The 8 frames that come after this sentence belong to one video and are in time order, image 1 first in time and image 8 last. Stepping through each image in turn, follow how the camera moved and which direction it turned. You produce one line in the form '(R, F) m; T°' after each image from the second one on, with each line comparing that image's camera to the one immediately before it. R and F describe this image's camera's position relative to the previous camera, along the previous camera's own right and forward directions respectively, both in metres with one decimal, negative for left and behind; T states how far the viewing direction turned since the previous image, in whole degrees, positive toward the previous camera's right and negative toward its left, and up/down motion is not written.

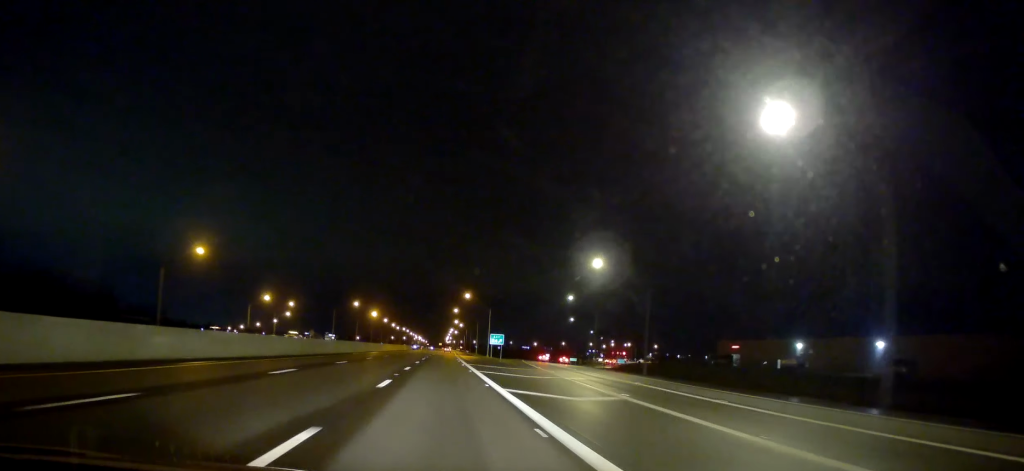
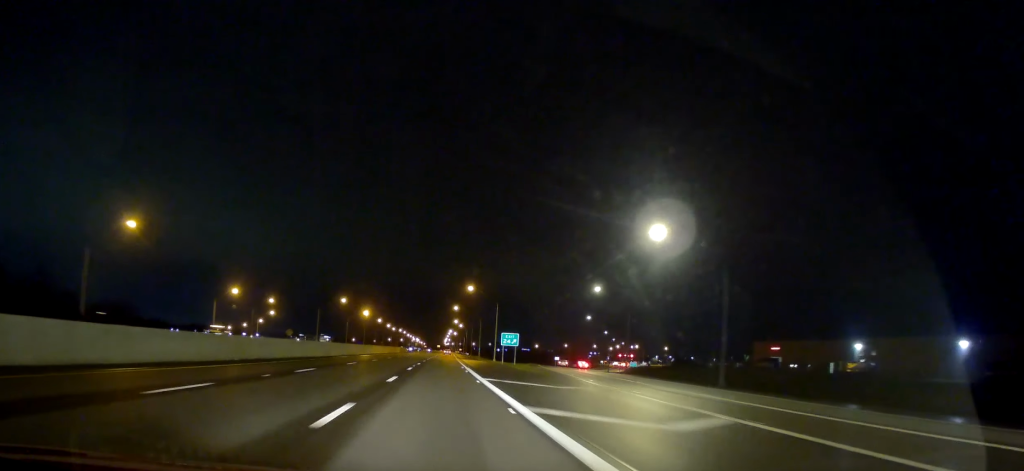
(0.0, +20.6) m; 0°
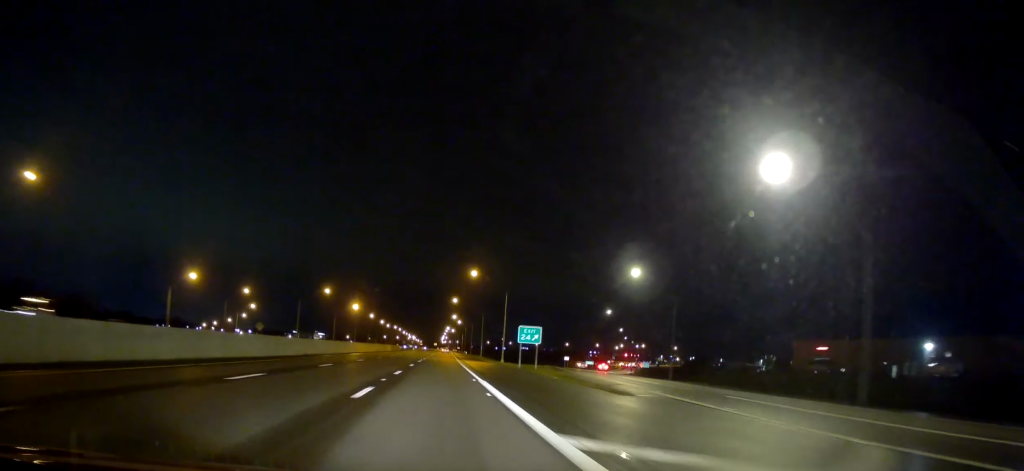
(+0.3, +19.8) m; 0°
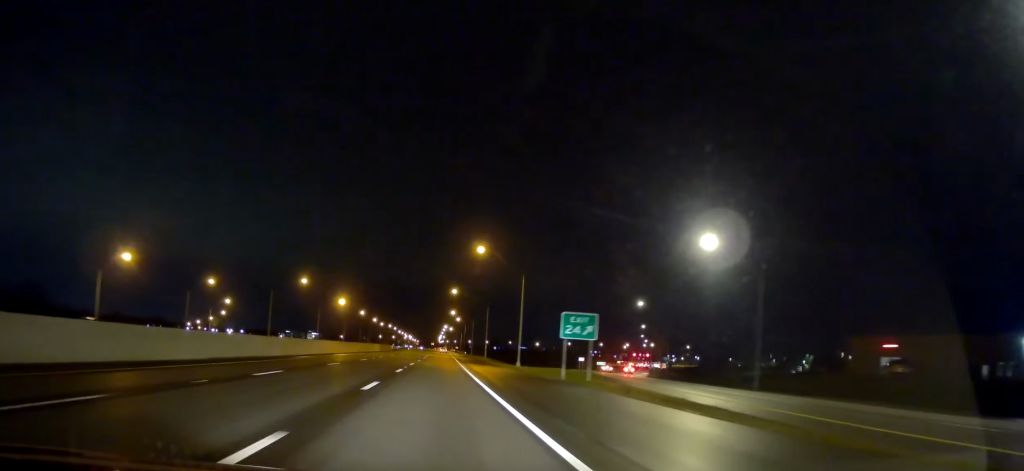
(-0.2, +21.9) m; 0°
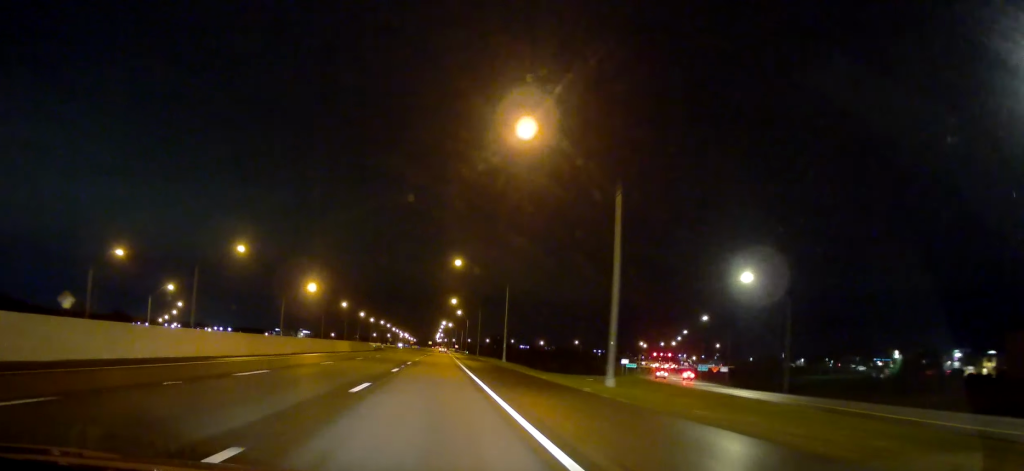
(+0.2, +38.3) m; +1°
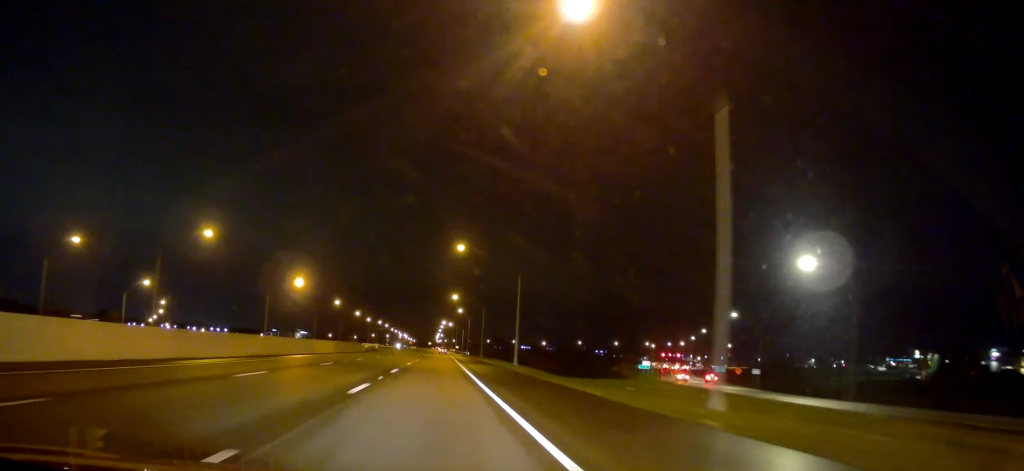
(+0.1, +12.4) m; 0°
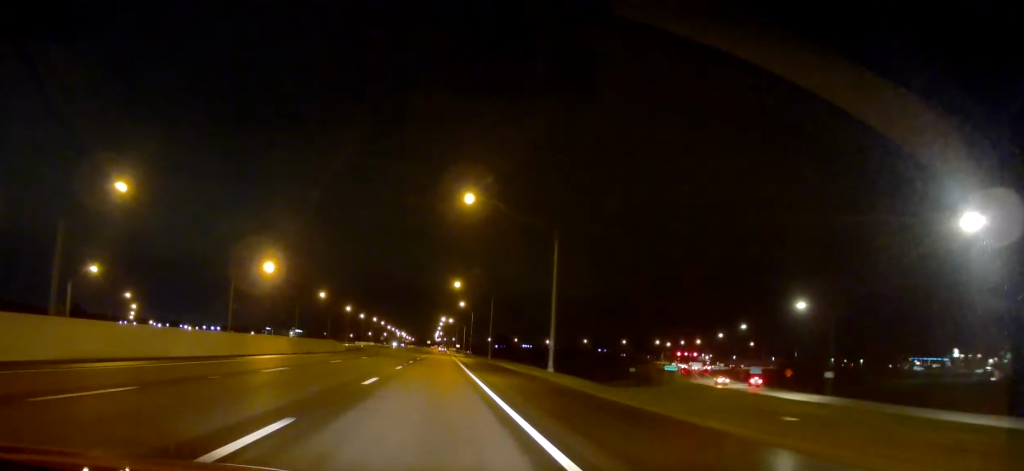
(+0.1, +21.7) m; -1°
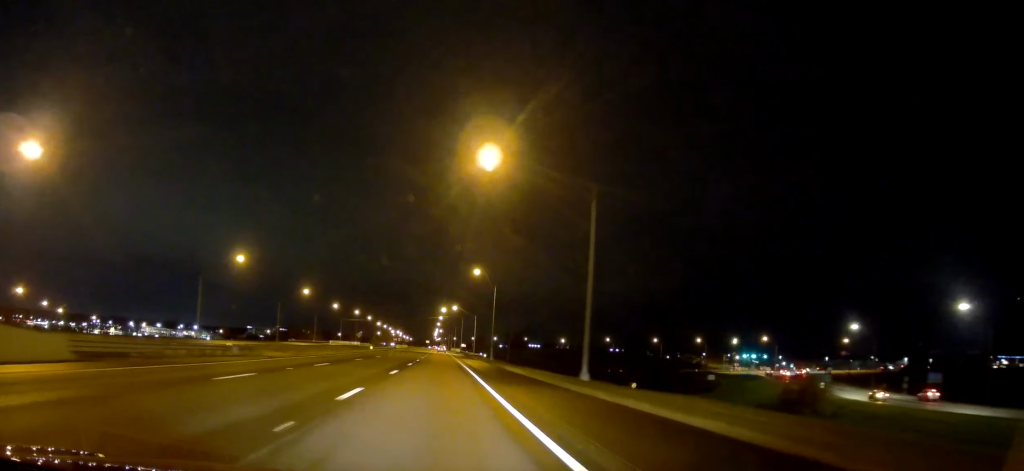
(0.0, +65.8) m; 0°
